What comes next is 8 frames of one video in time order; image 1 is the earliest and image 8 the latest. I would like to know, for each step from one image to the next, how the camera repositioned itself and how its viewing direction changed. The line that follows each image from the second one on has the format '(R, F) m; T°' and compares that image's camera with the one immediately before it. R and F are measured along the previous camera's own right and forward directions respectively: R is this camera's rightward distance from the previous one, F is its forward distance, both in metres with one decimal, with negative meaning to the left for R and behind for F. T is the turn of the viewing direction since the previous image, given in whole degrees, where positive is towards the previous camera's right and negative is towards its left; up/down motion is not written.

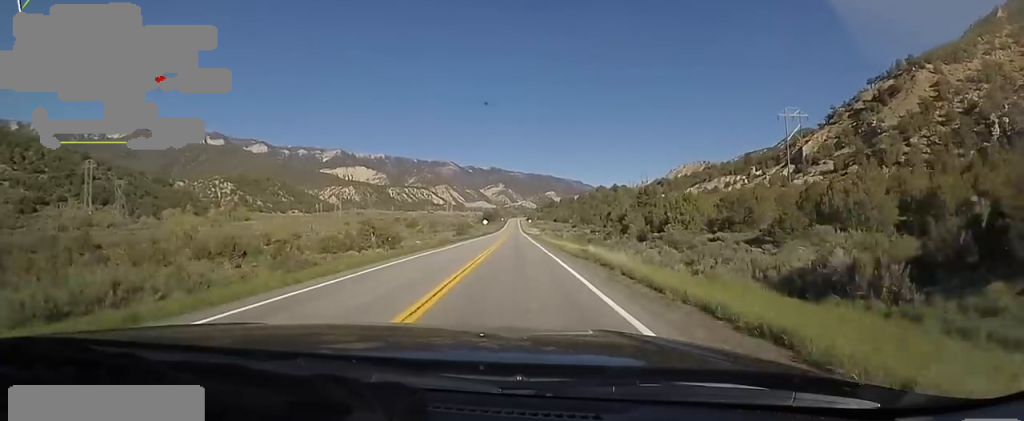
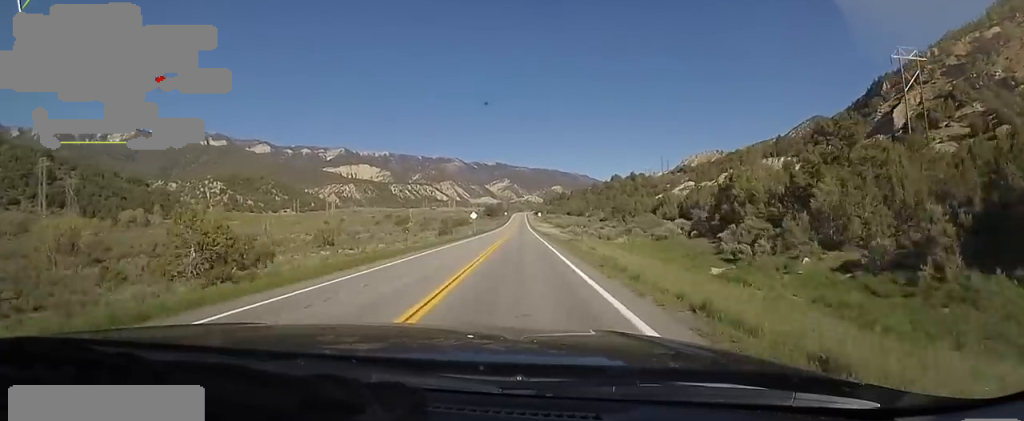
(-2.4, +44.3) m; -4°
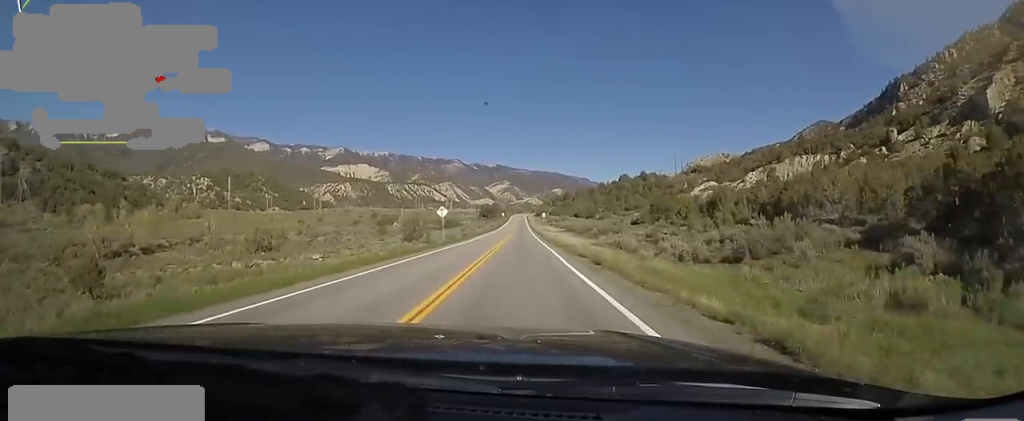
(0.0, +32.2) m; 0°
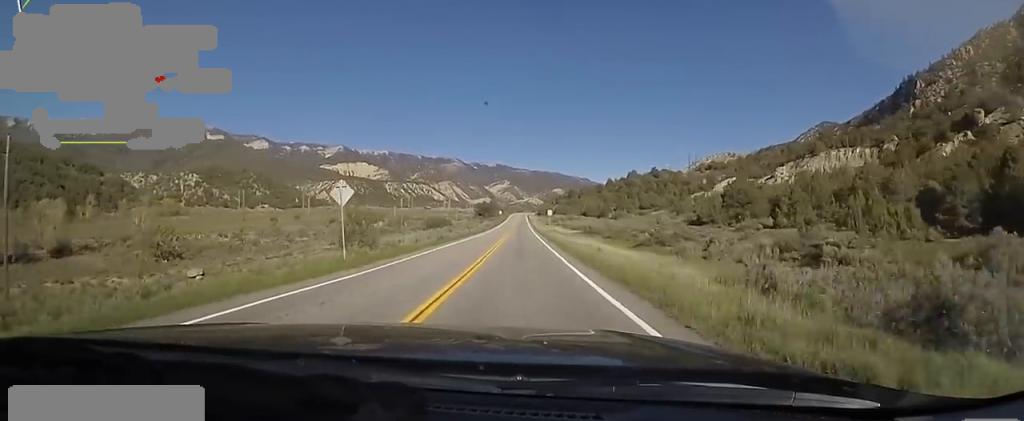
(0.0, +28.0) m; 0°
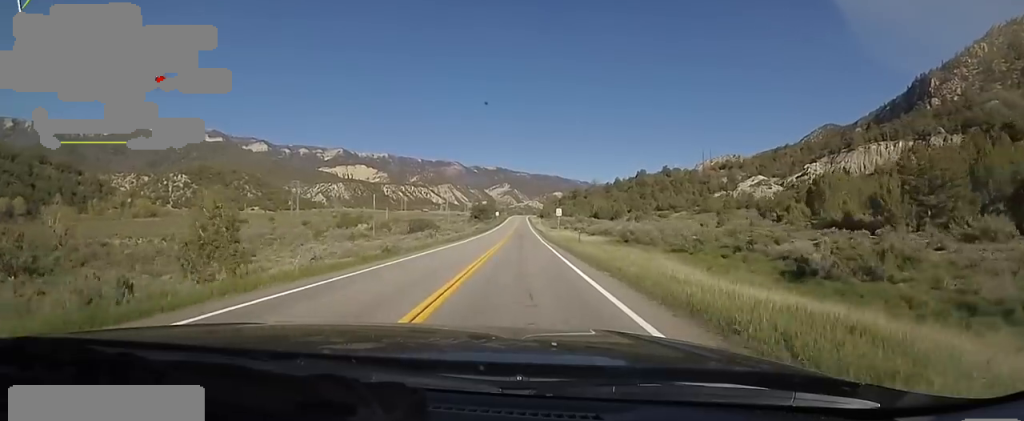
(0.0, +24.9) m; 0°
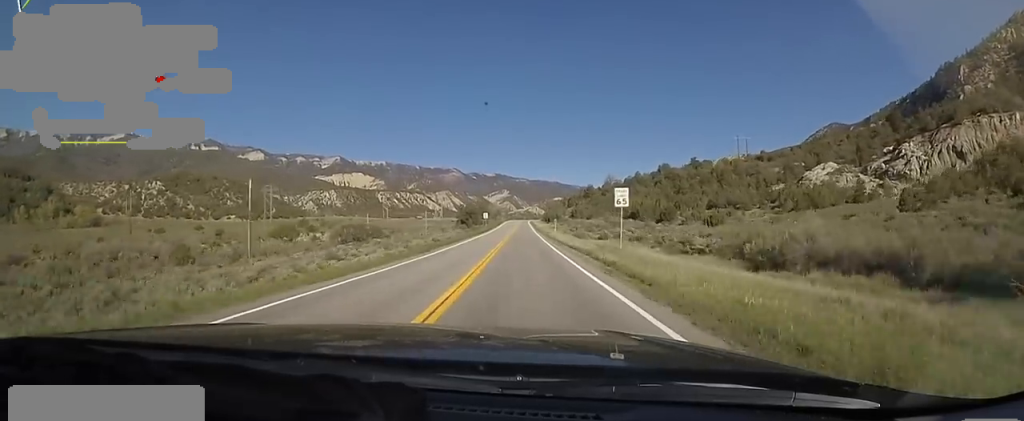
(0.0, +50.3) m; +1°
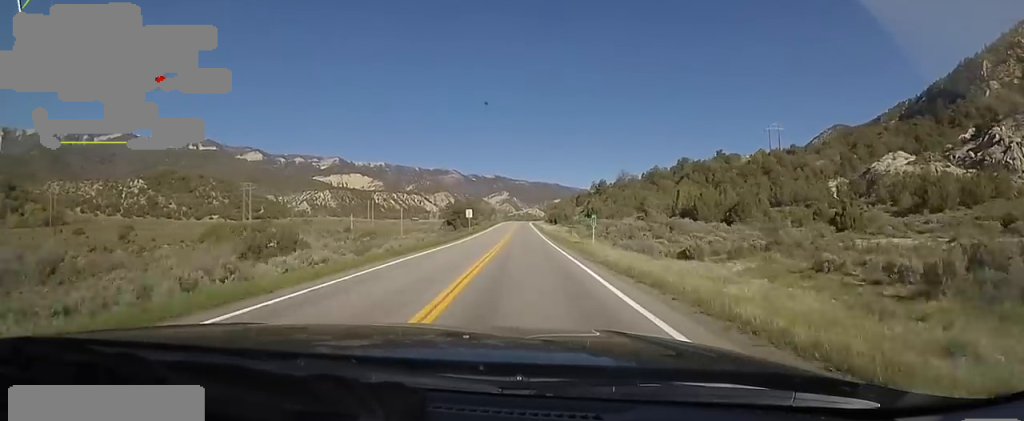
(+0.4, +32.4) m; 0°
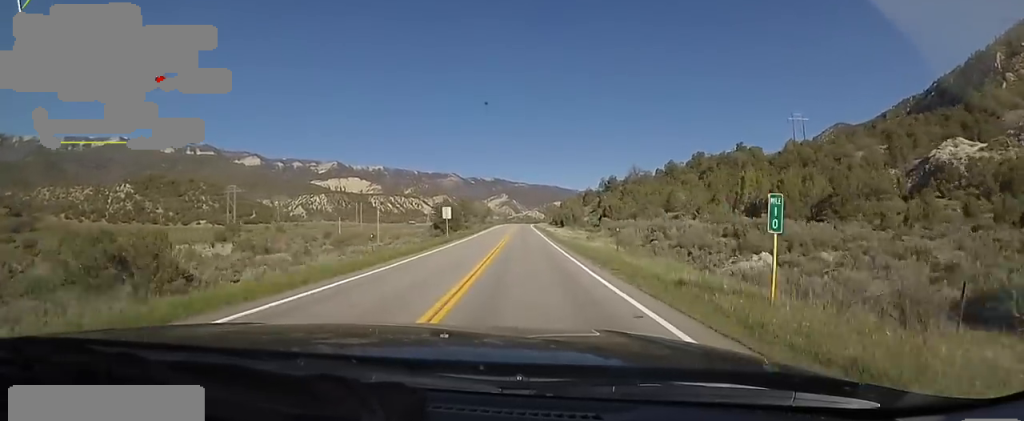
(-0.1, +21.1) m; 0°
